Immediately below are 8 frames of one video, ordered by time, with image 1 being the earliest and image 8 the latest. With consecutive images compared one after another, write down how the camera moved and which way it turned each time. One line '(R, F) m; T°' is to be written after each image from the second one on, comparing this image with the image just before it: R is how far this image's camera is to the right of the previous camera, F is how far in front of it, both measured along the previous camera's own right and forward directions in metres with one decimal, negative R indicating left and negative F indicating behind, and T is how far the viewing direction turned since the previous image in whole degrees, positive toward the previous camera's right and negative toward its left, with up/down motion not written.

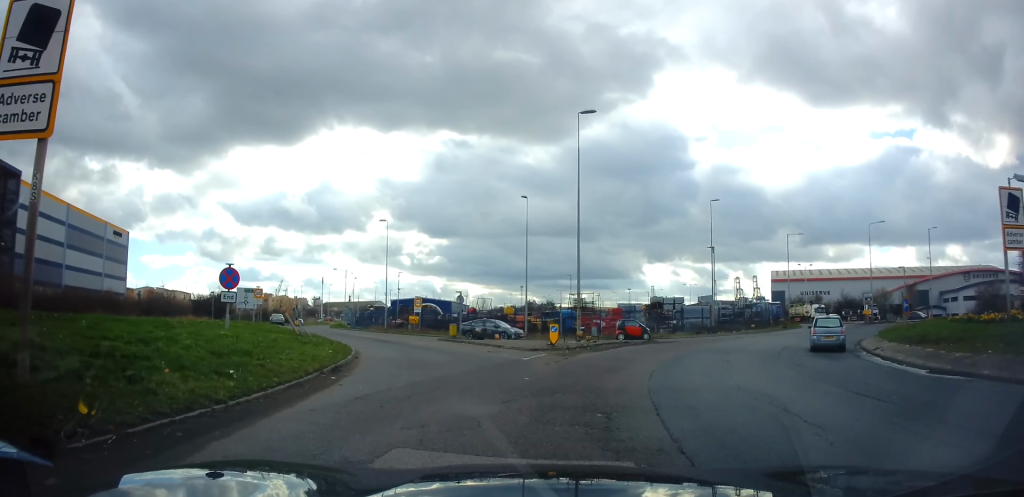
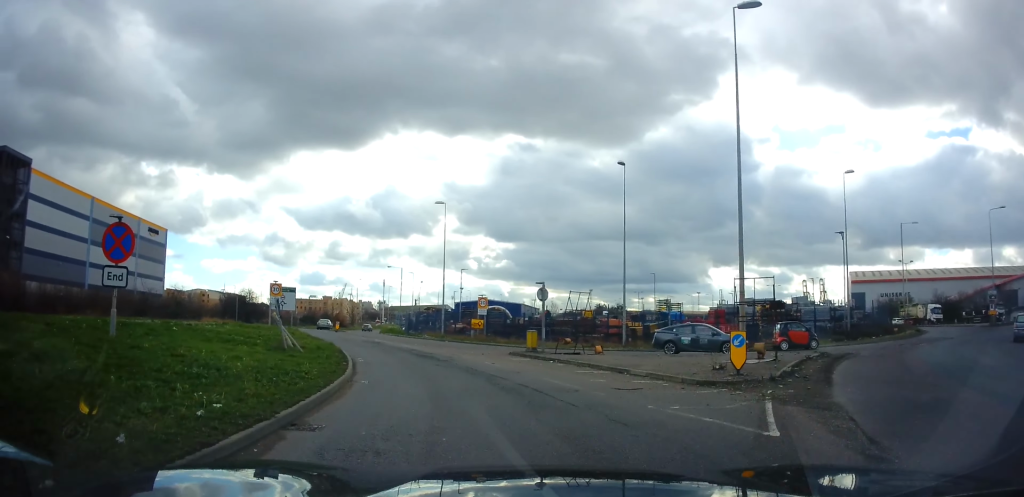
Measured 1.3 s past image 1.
(-0.4, +11.5) m; -7°
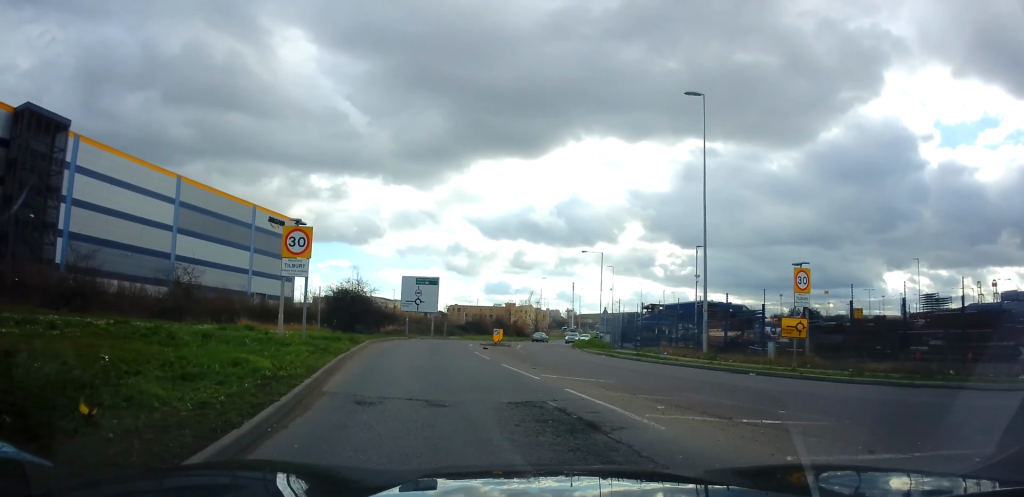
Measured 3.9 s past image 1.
(-3.9, +26.1) m; -16°
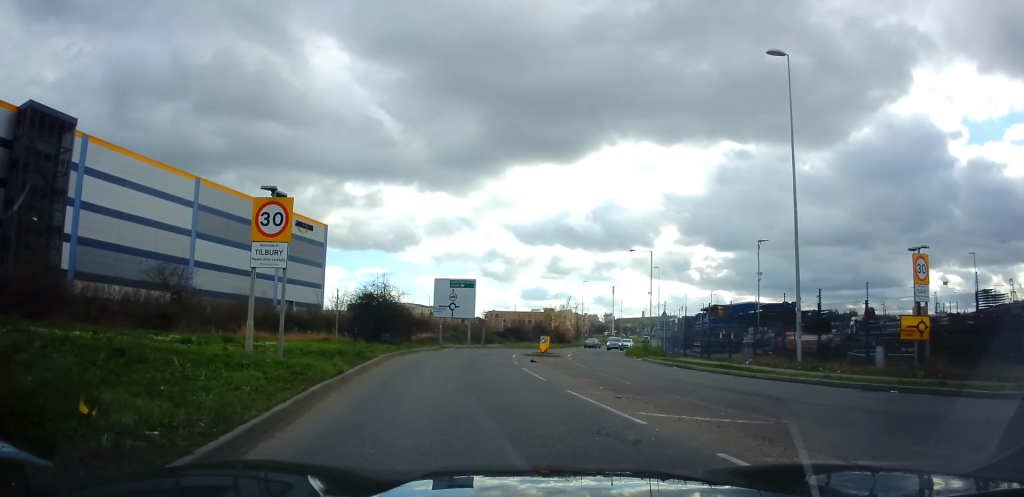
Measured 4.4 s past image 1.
(0.0, +4.9) m; -3°
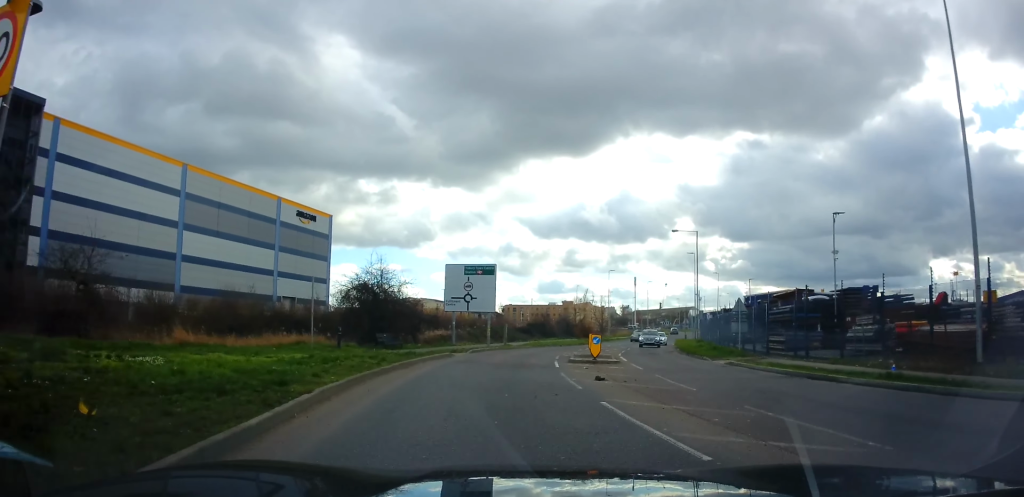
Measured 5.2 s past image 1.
(-0.5, +8.4) m; -1°
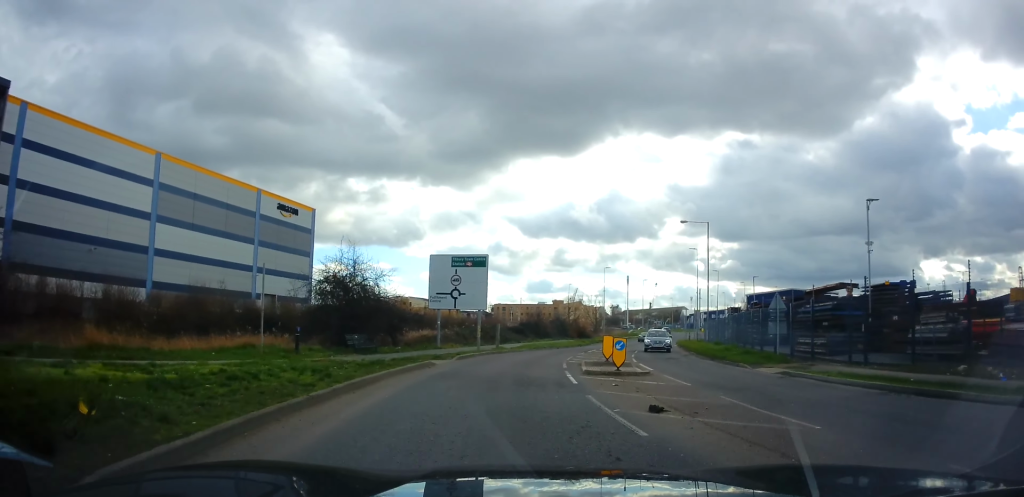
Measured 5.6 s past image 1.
(0.0, +4.9) m; +1°
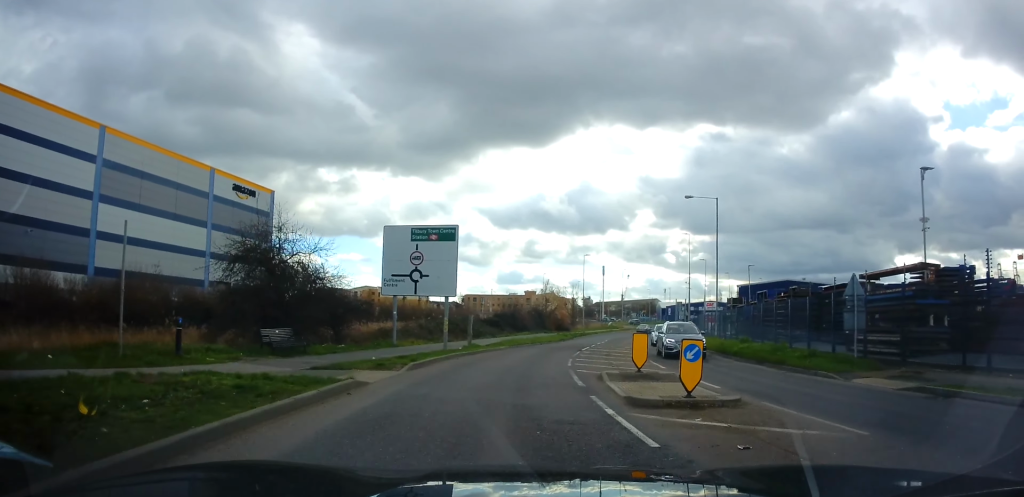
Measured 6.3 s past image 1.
(+0.2, +7.4) m; +3°
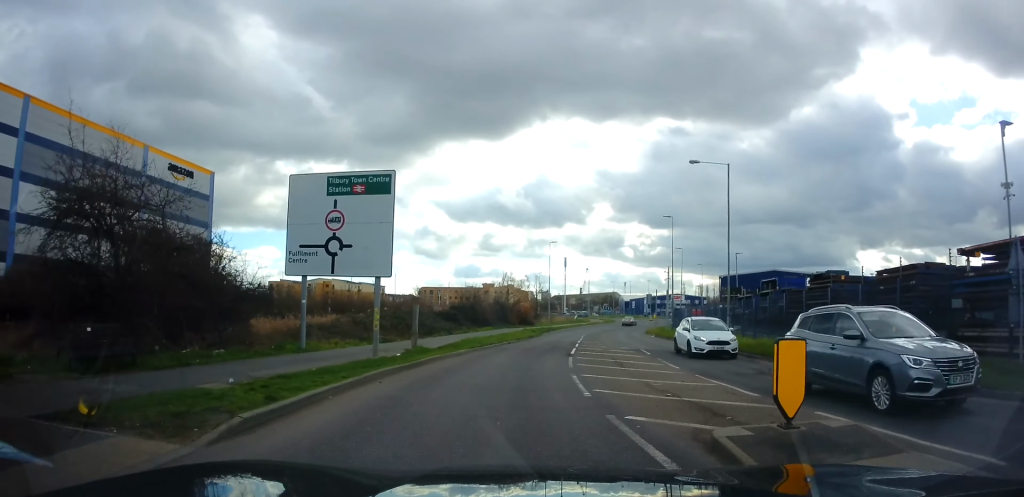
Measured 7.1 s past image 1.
(+0.2, +8.7) m; +3°
